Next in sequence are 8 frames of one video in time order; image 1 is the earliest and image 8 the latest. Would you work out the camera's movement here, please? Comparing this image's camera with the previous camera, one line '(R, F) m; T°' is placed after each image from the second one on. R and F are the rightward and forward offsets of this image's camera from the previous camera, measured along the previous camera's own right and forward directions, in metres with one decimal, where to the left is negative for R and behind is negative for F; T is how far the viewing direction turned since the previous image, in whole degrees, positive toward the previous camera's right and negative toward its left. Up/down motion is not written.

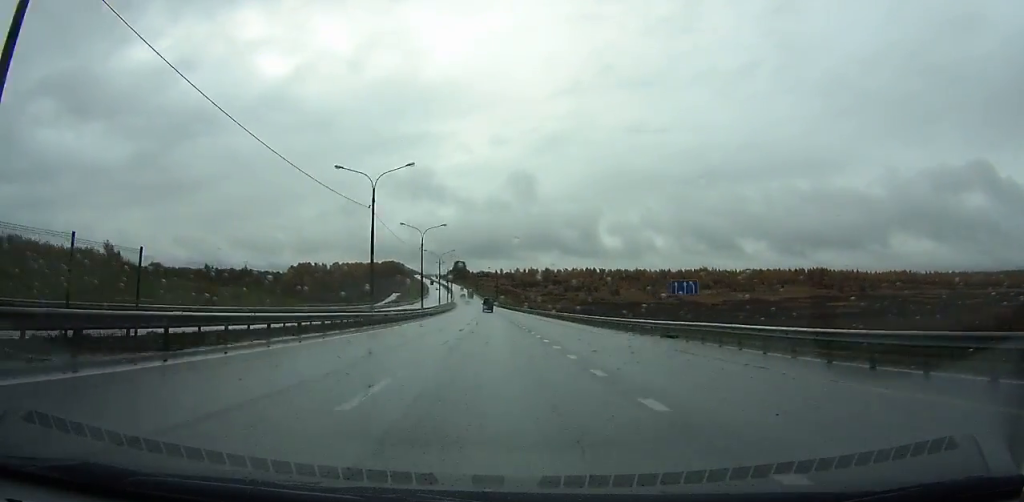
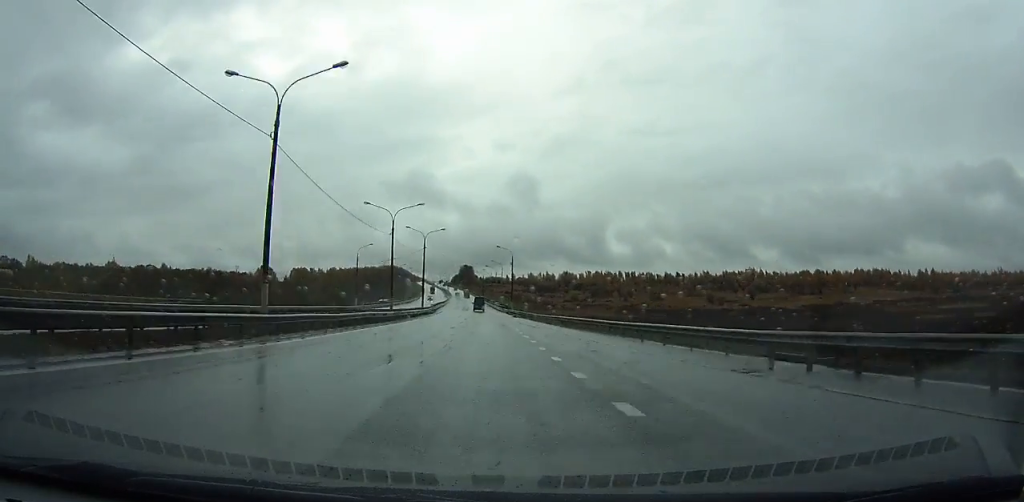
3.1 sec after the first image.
(-0.3, +79.6) m; -1°
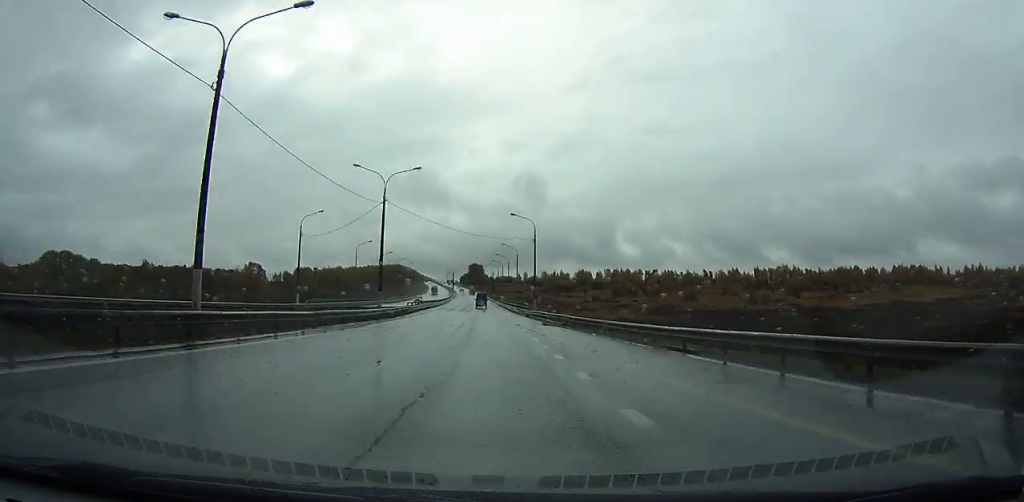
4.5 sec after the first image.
(-0.1, +36.3) m; -1°
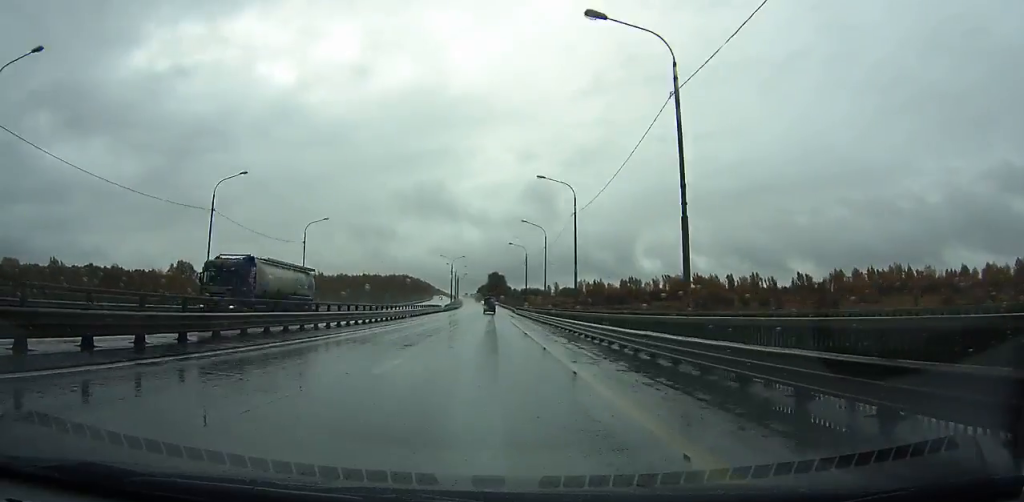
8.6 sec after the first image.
(-2.4, +106.7) m; -2°
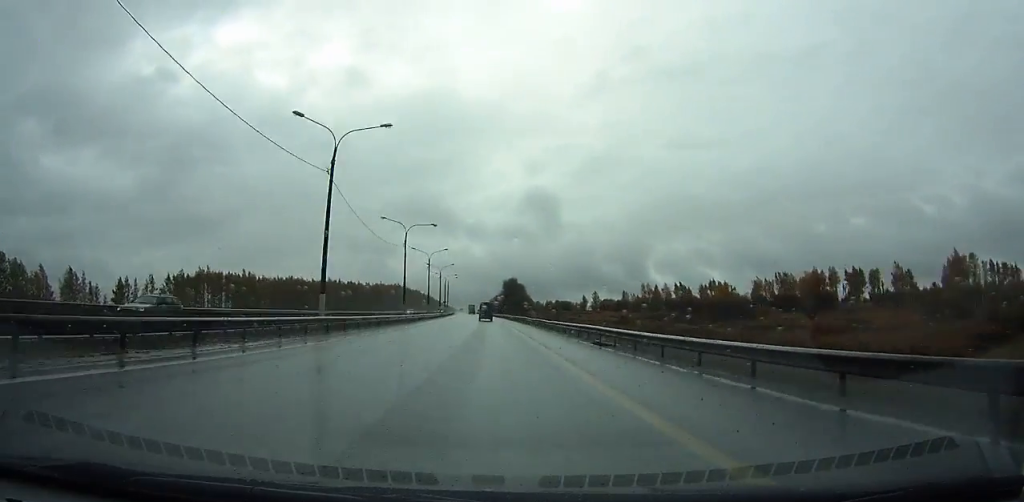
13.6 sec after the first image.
(-1.8, +131.0) m; -2°
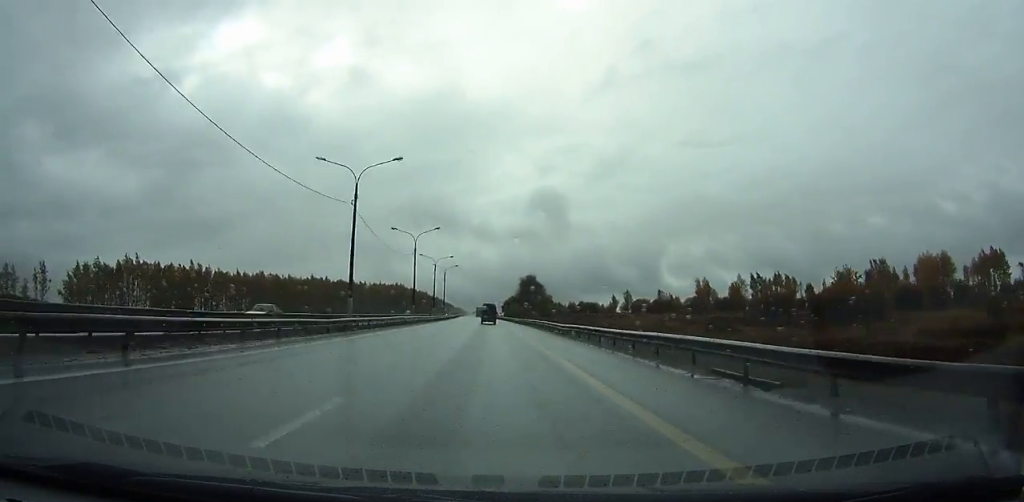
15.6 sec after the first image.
(-0.1, +52.7) m; -1°
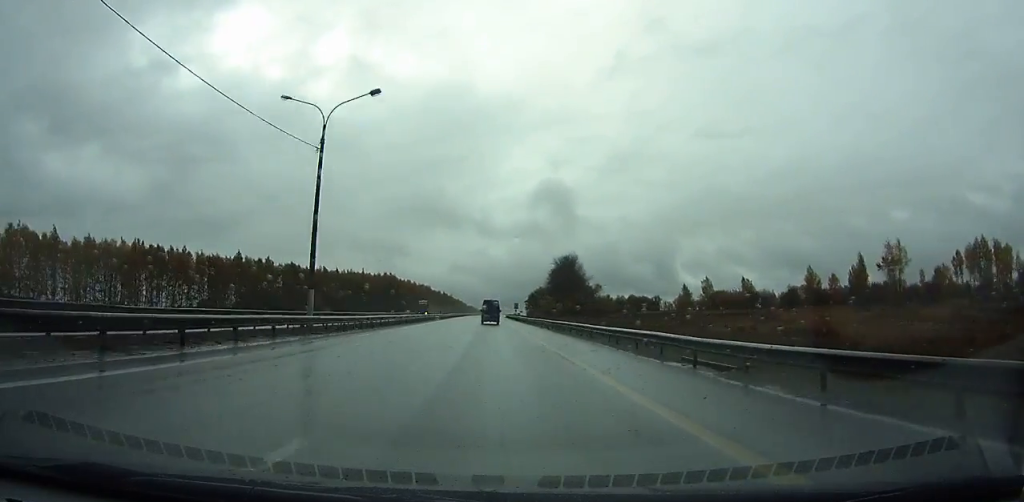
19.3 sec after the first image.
(-1.5, +98.1) m; -2°
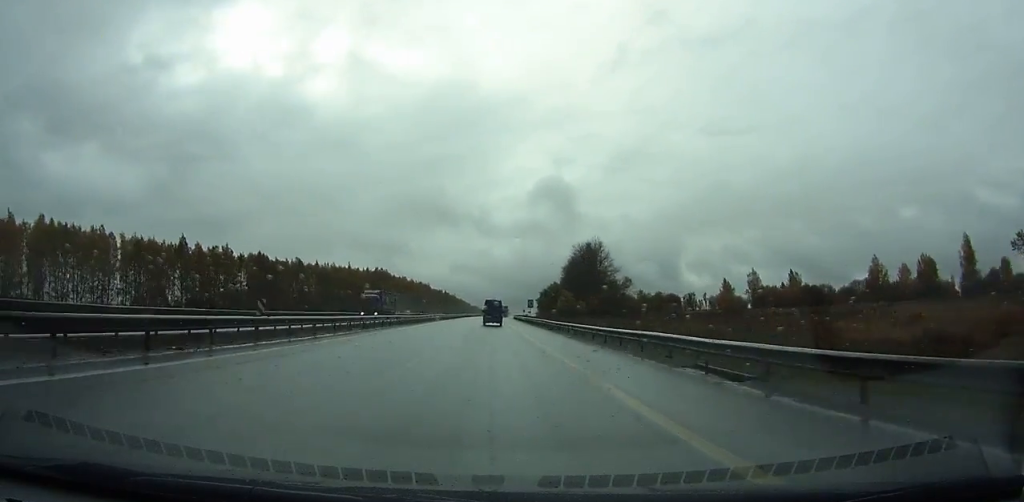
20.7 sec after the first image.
(-0.4, +37.2) m; 0°
